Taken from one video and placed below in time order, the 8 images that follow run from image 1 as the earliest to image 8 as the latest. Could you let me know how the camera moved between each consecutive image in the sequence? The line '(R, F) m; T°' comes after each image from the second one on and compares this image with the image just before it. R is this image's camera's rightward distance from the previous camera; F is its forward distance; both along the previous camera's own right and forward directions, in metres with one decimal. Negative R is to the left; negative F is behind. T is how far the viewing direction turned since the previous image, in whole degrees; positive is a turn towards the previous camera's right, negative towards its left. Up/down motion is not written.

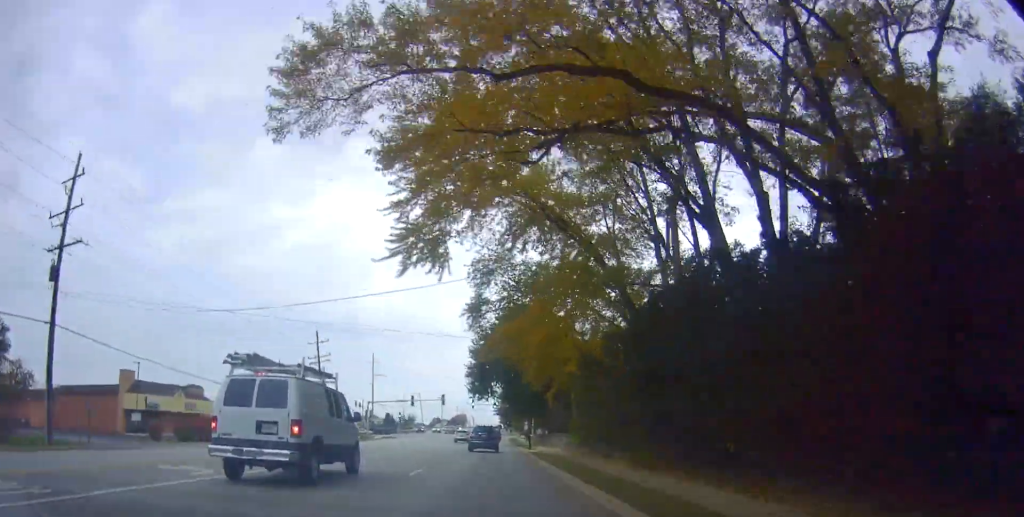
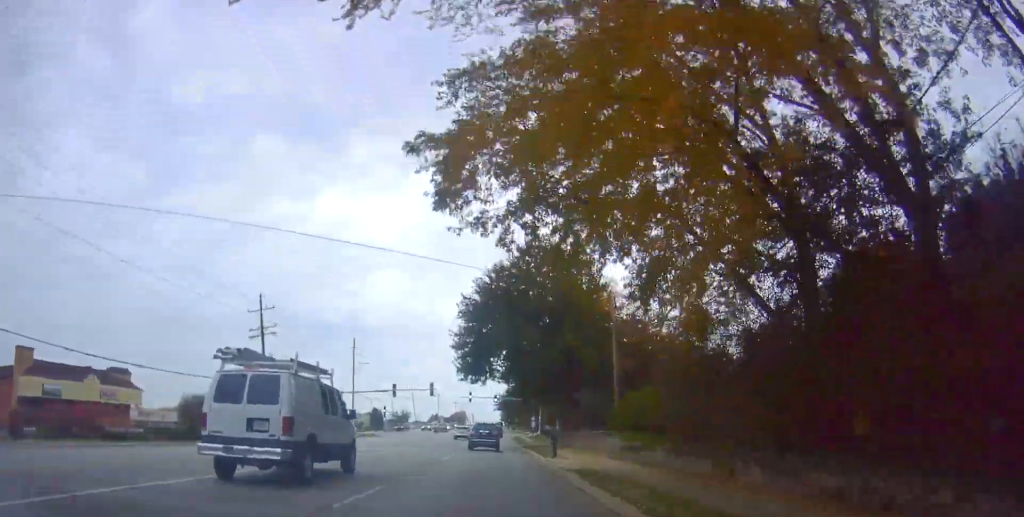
(+0.2, +19.8) m; 0°
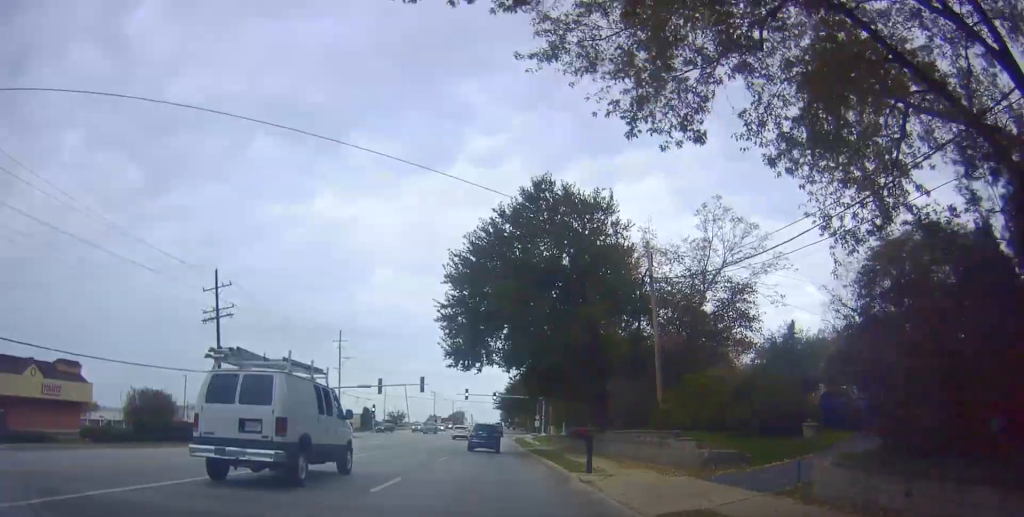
(-0.1, +9.9) m; 0°
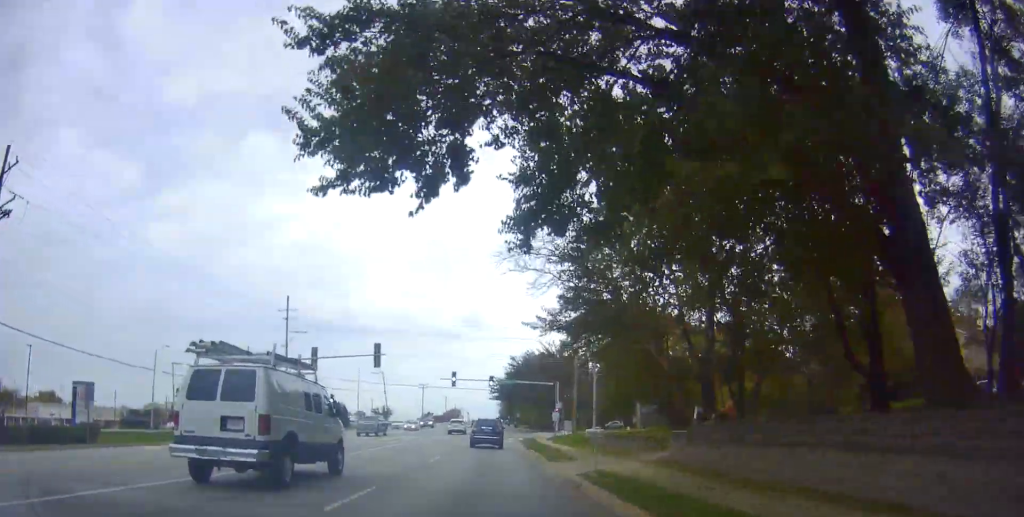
(+0.2, +27.4) m; 0°
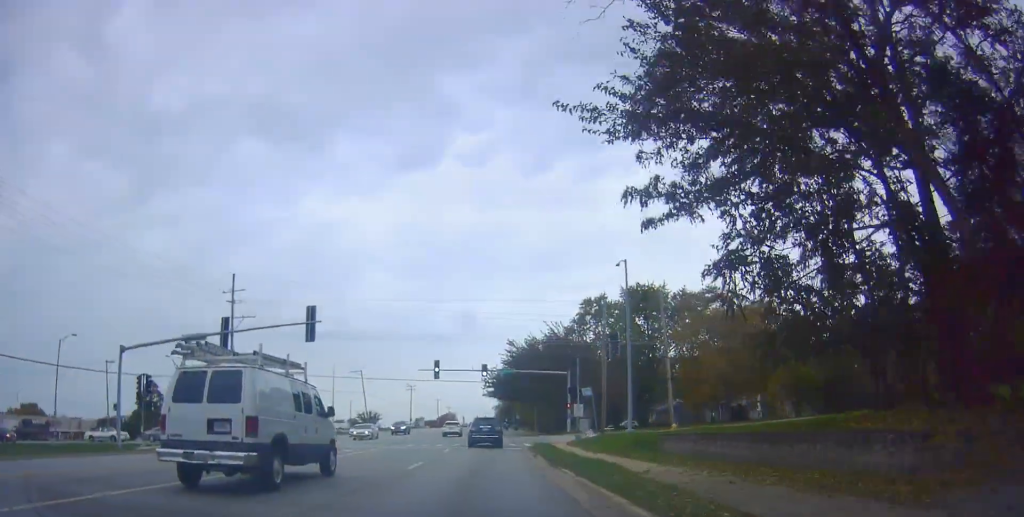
(-0.5, +16.5) m; 0°
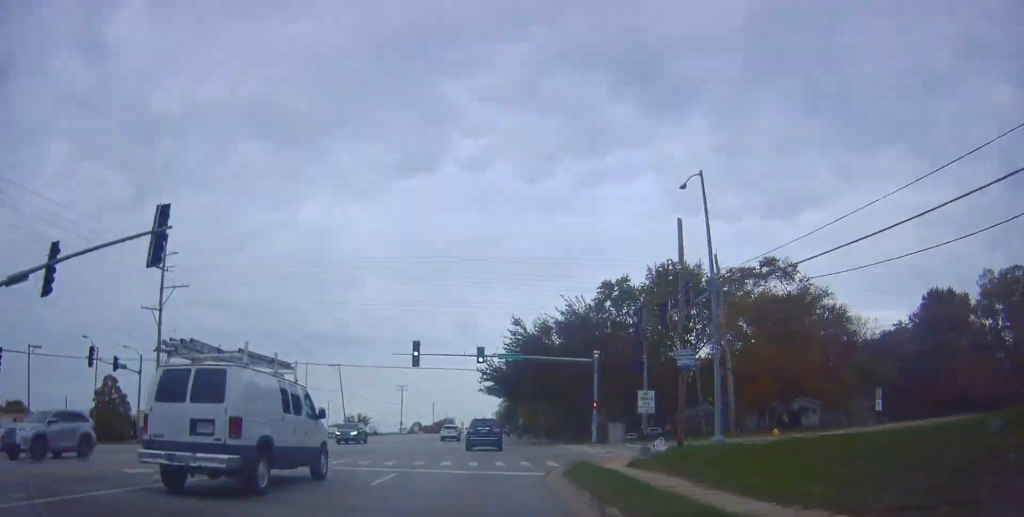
(+0.4, +15.9) m; +2°
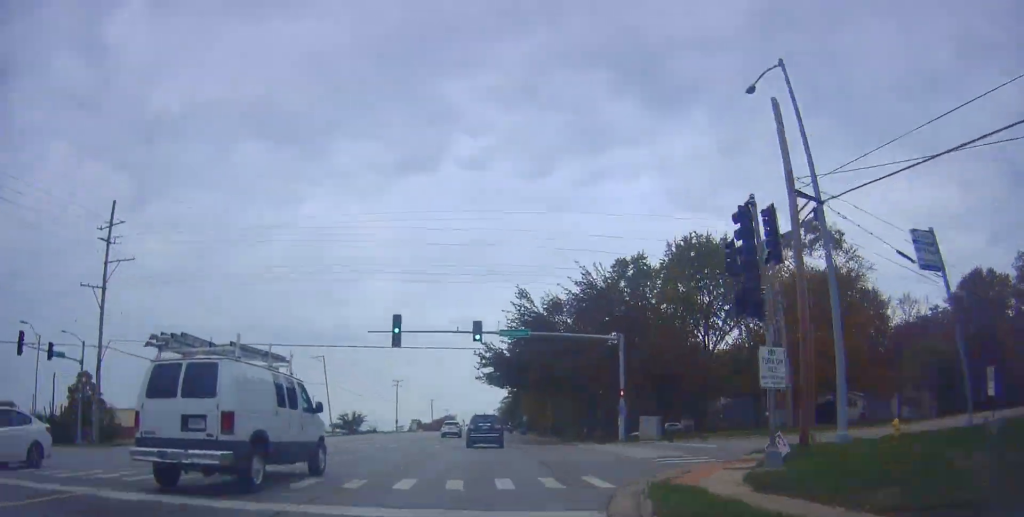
(0.0, +9.1) m; 0°
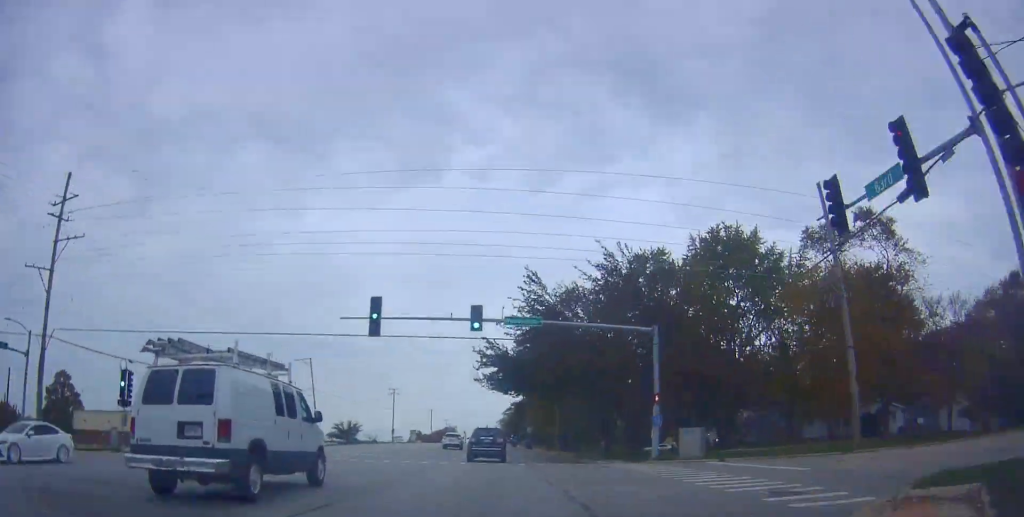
(0.0, +7.4) m; 0°
